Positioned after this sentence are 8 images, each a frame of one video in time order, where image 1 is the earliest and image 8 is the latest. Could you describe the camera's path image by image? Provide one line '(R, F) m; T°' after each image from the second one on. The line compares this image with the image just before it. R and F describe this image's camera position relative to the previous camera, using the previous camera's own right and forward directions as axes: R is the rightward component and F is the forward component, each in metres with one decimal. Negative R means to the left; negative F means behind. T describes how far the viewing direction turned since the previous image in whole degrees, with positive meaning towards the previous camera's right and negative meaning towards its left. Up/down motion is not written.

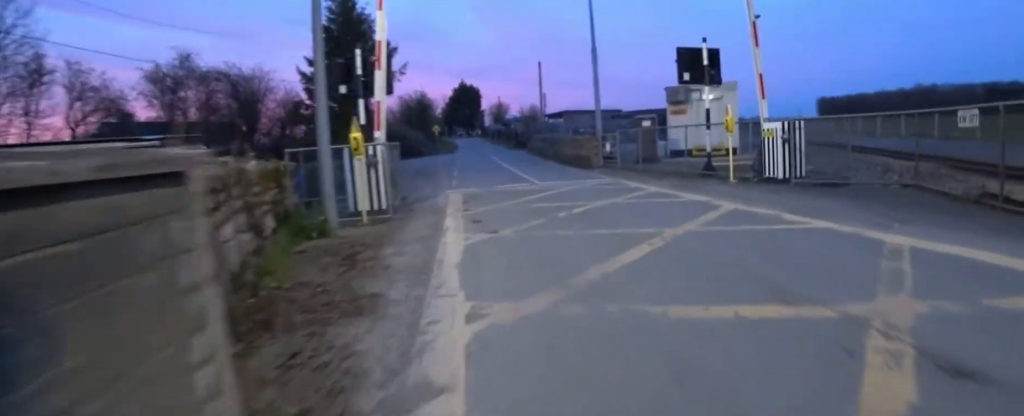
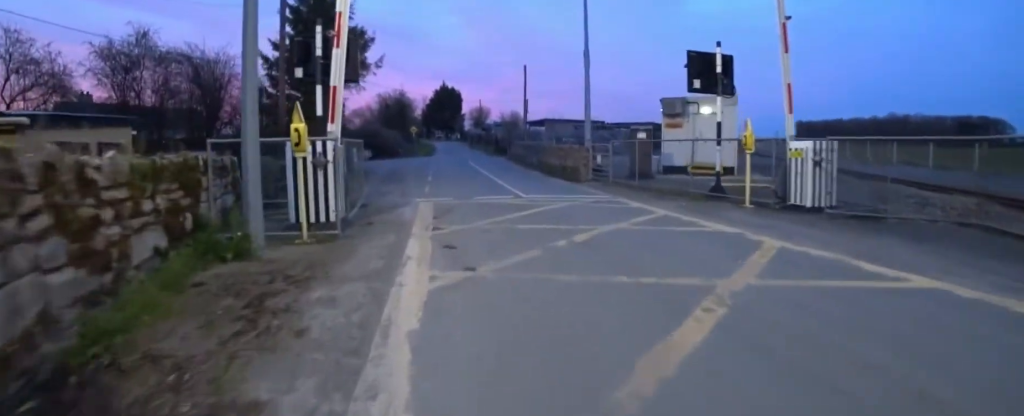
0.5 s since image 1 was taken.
(+0.3, +1.8) m; +1°
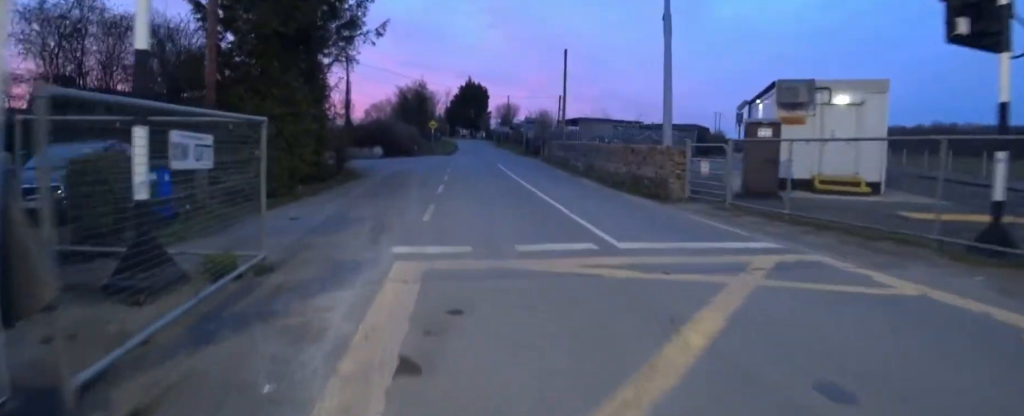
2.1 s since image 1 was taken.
(-1.2, +5.8) m; -16°
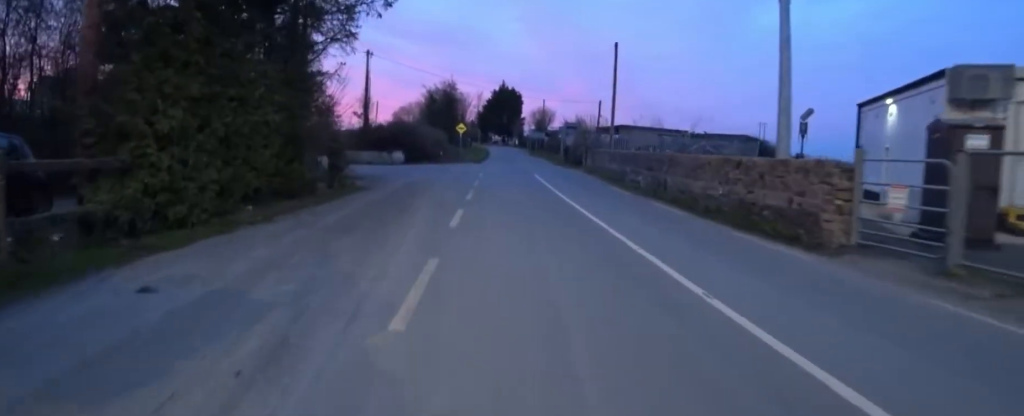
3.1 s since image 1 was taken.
(-0.2, +4.1) m; +7°
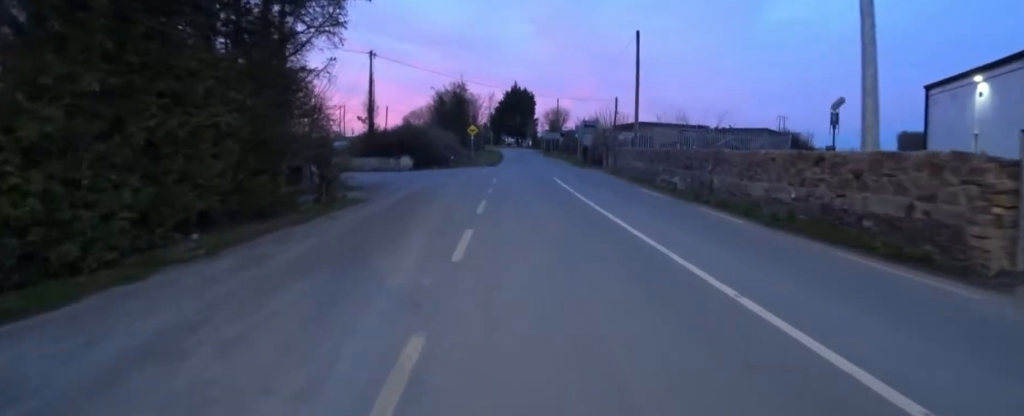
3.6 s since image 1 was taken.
(0.0, +2.0) m; +4°
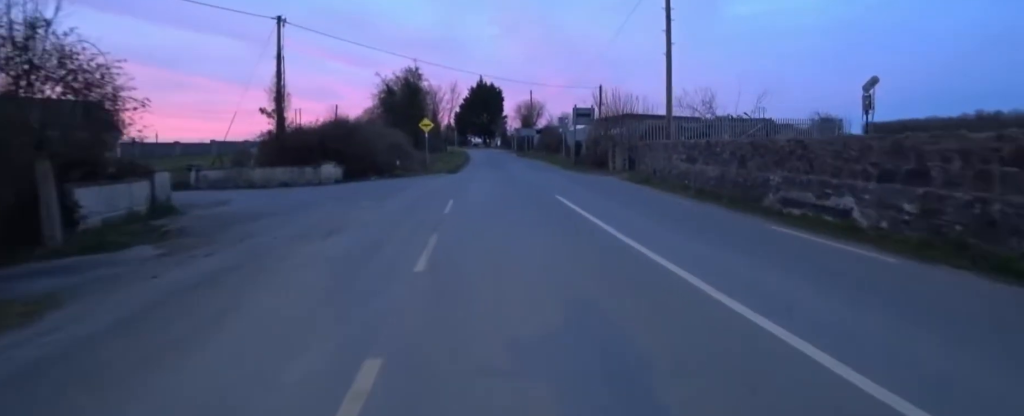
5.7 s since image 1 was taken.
(-0.8, +8.4) m; -13°
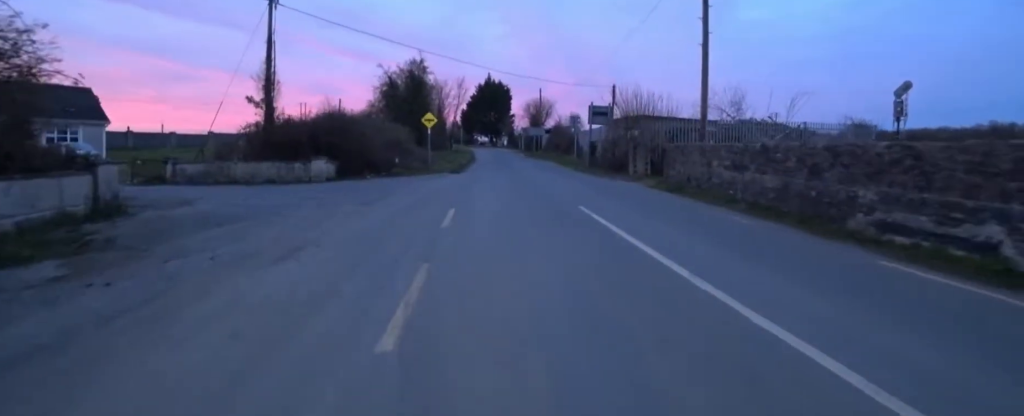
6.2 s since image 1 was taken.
(-0.2, +2.0) m; +8°
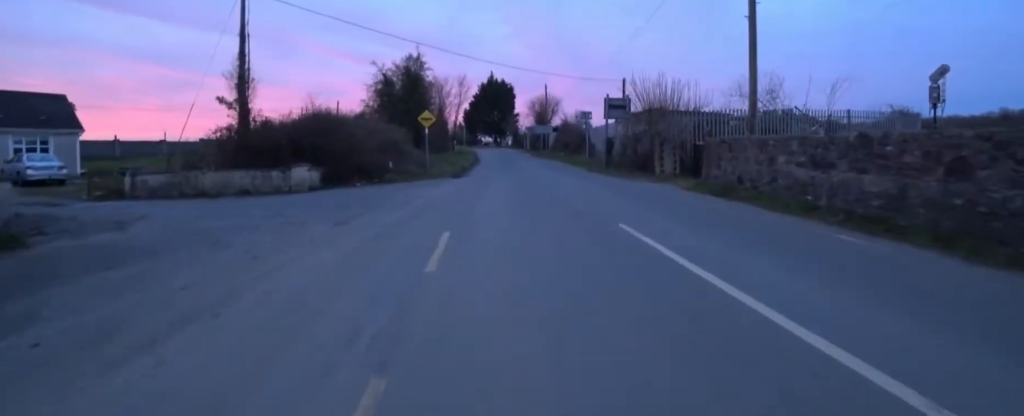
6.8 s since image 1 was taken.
(+0.3, +2.3) m; +4°
